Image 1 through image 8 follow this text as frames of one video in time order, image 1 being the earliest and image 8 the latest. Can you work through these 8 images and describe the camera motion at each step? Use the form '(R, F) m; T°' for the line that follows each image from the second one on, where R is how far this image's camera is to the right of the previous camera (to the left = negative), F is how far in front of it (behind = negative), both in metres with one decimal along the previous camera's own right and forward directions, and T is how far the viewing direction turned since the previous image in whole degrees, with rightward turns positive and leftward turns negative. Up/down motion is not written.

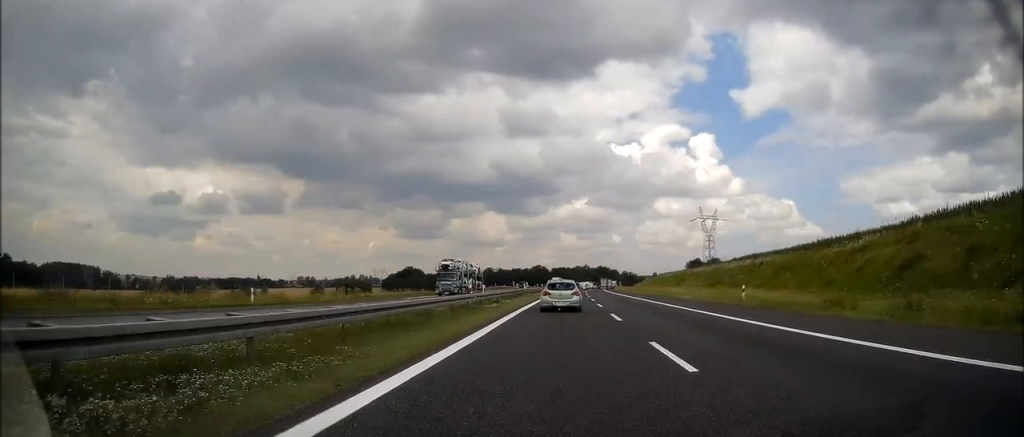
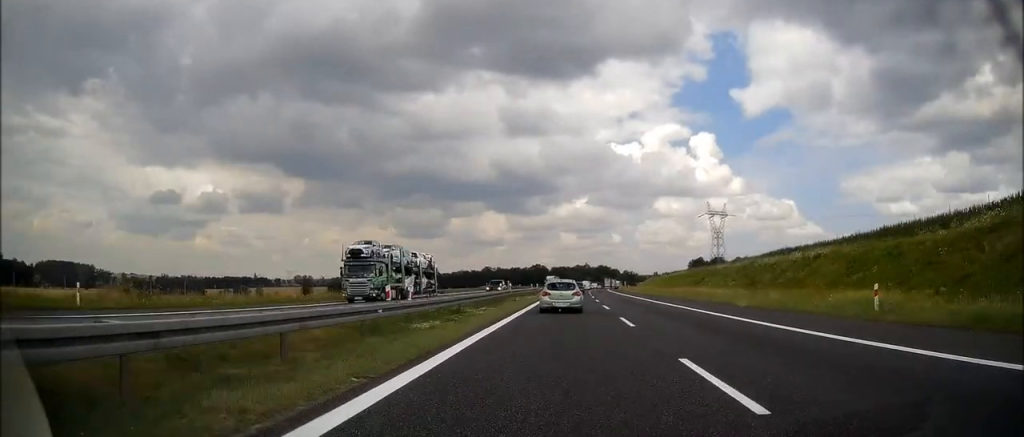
(-0.3, +14.9) m; 0°
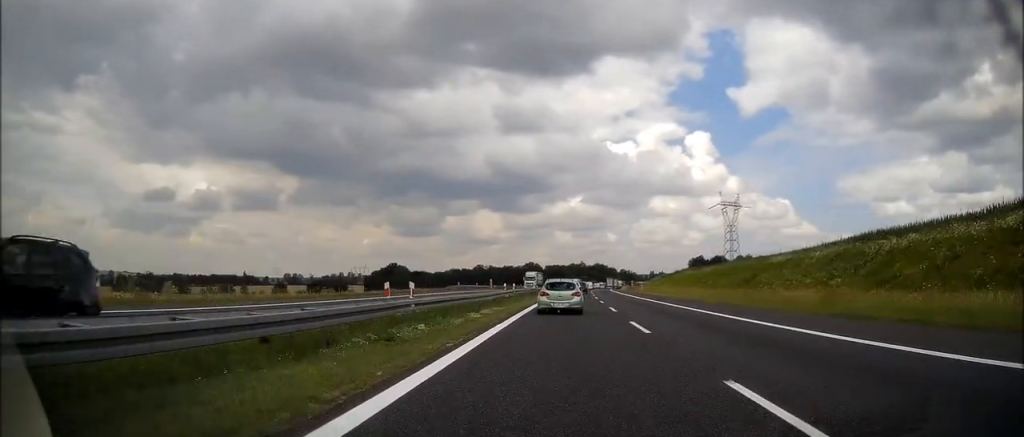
(0.0, +26.8) m; +1°
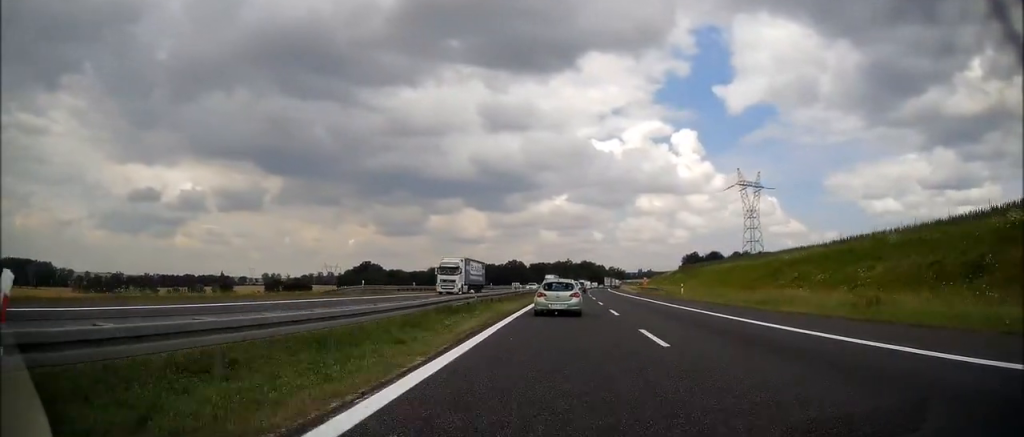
(+0.6, +39.9) m; +1°
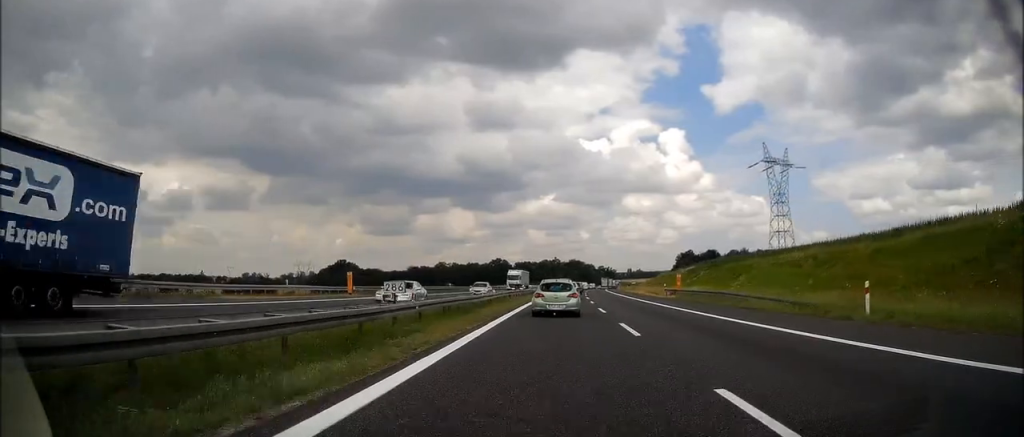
(+0.2, +32.9) m; +1°
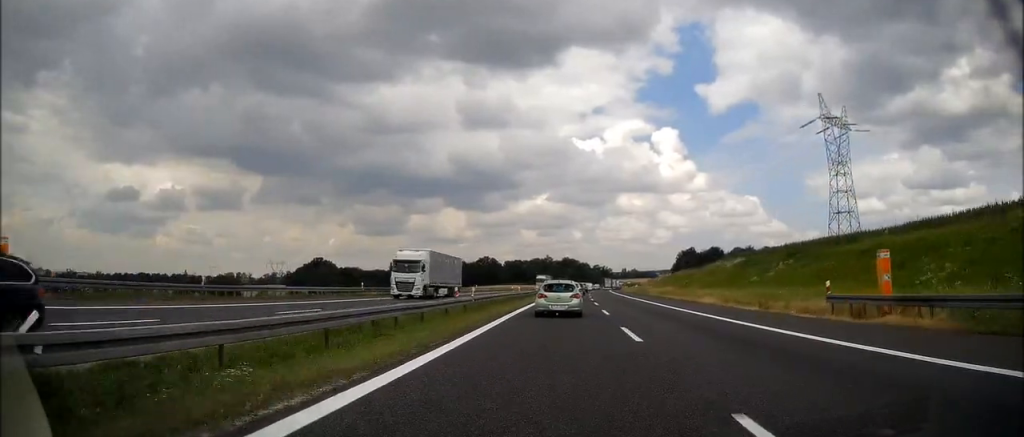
(+0.2, +37.8) m; +1°
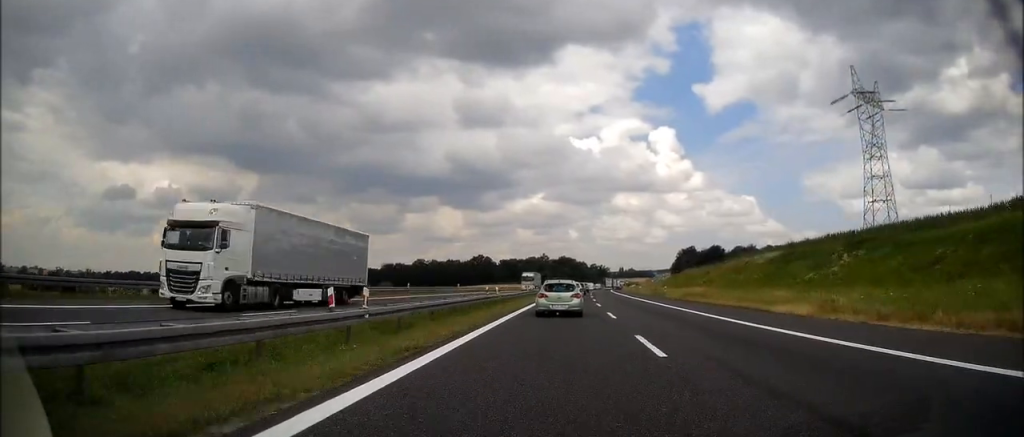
(0.0, +15.0) m; +1°
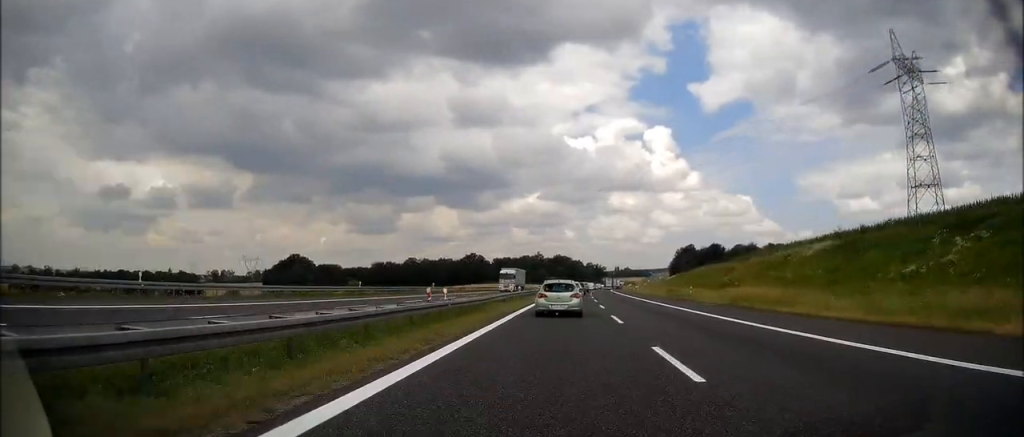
(+0.2, +14.9) m; +1°
